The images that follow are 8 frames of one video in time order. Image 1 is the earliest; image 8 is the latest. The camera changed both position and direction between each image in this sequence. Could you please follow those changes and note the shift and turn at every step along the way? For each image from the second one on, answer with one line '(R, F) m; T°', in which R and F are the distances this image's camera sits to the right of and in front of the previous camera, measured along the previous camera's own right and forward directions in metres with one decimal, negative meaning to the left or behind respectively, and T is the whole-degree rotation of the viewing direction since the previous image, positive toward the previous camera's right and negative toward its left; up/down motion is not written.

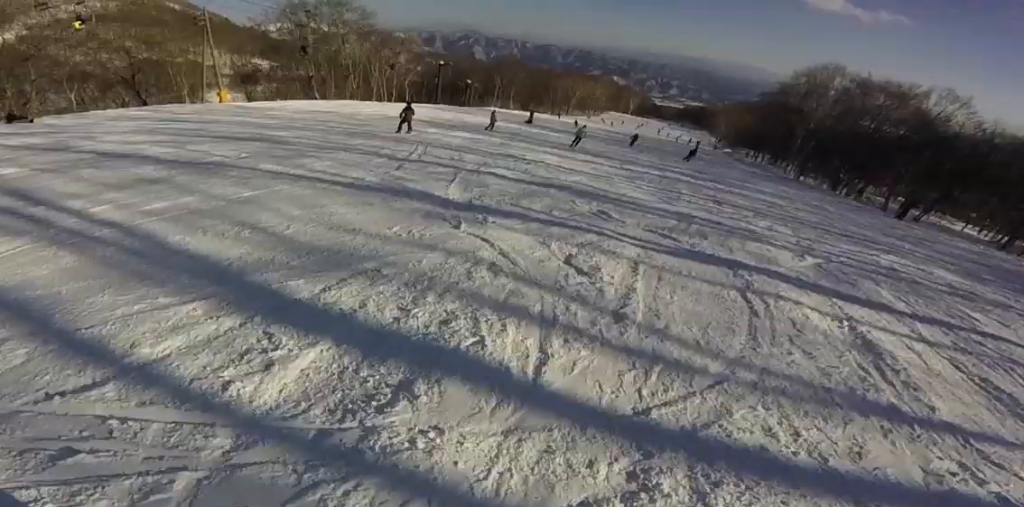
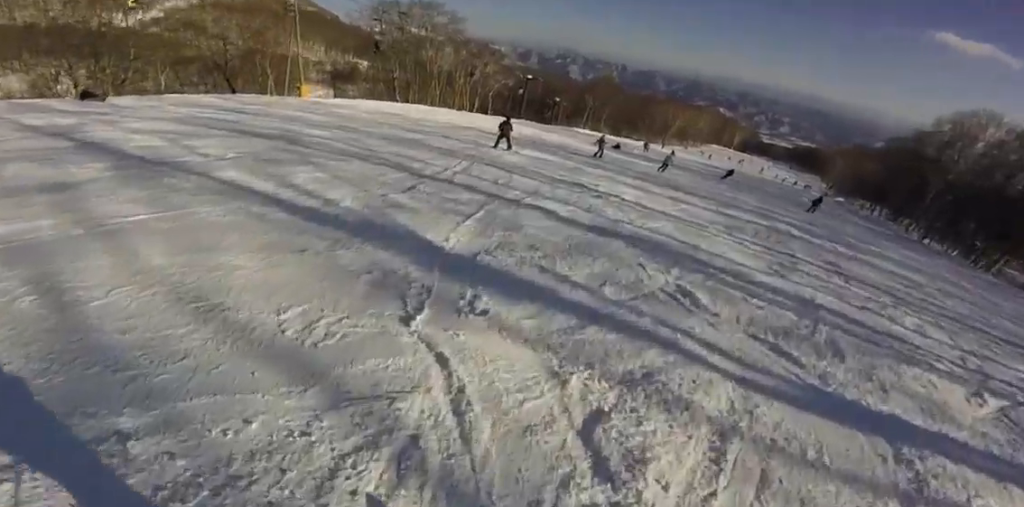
(+0.4, +1.9) m; -10°
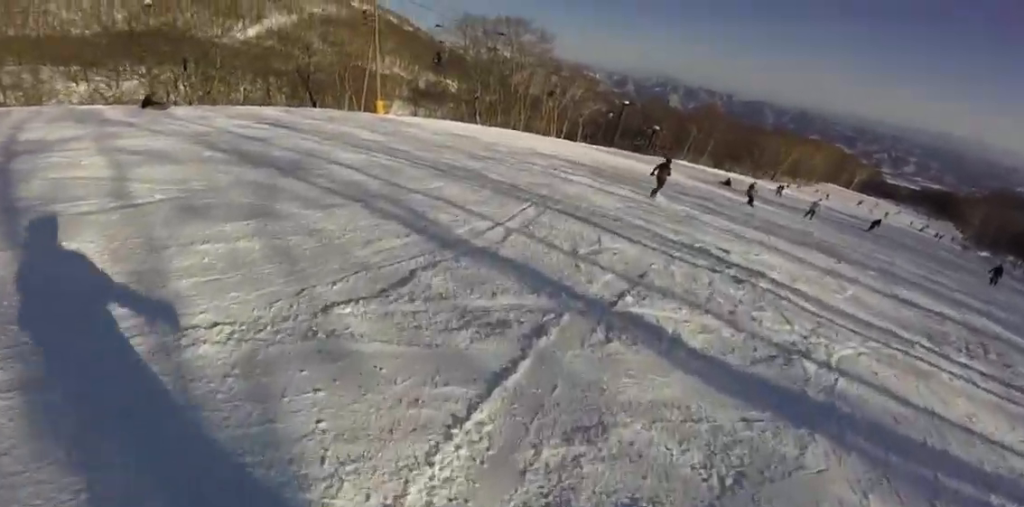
(-0.8, +3.2) m; -13°
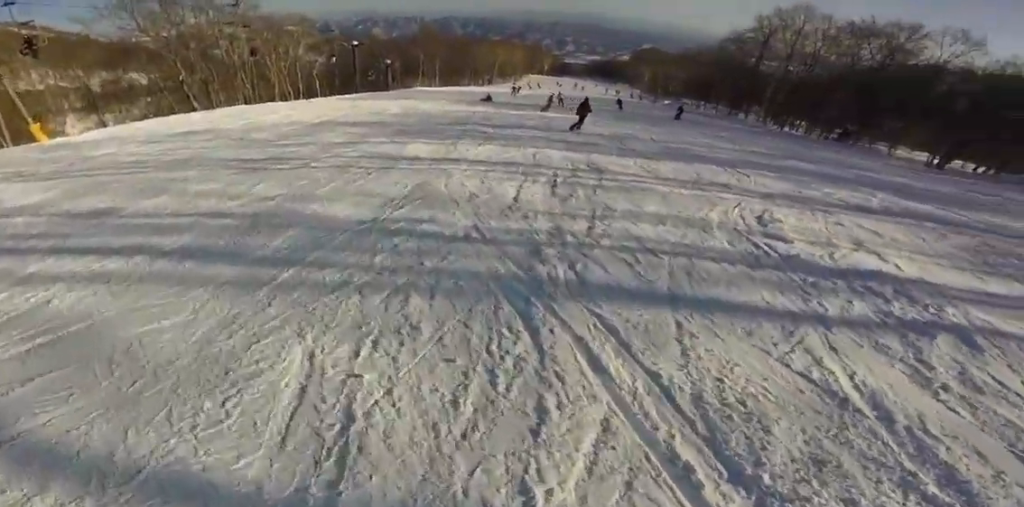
(-0.6, +6.9) m; +4°
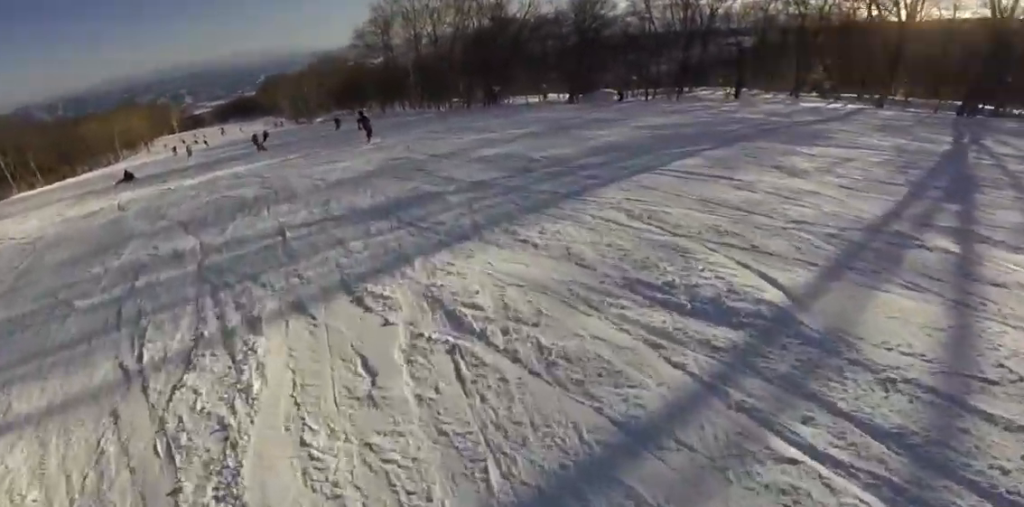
(+2.3, +8.2) m; +30°
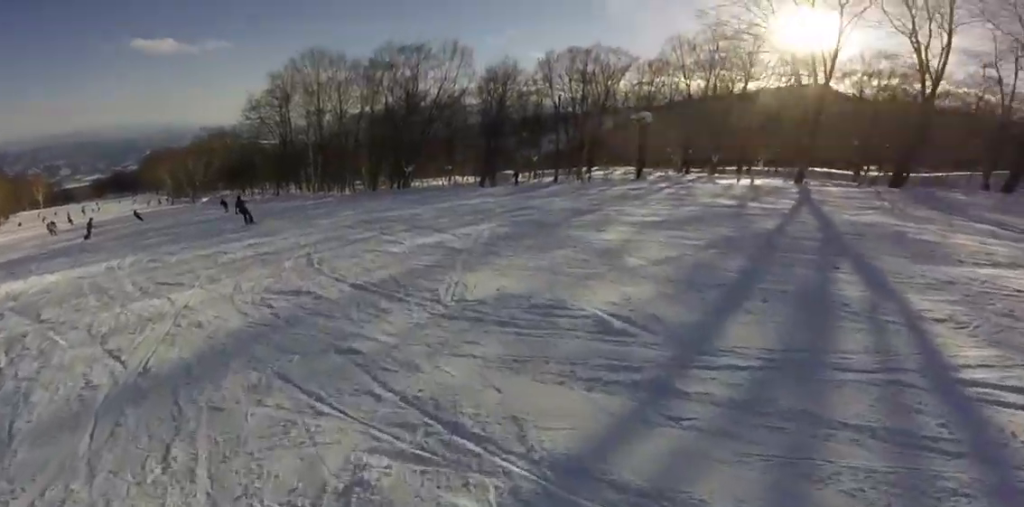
(+0.9, +5.4) m; +10°
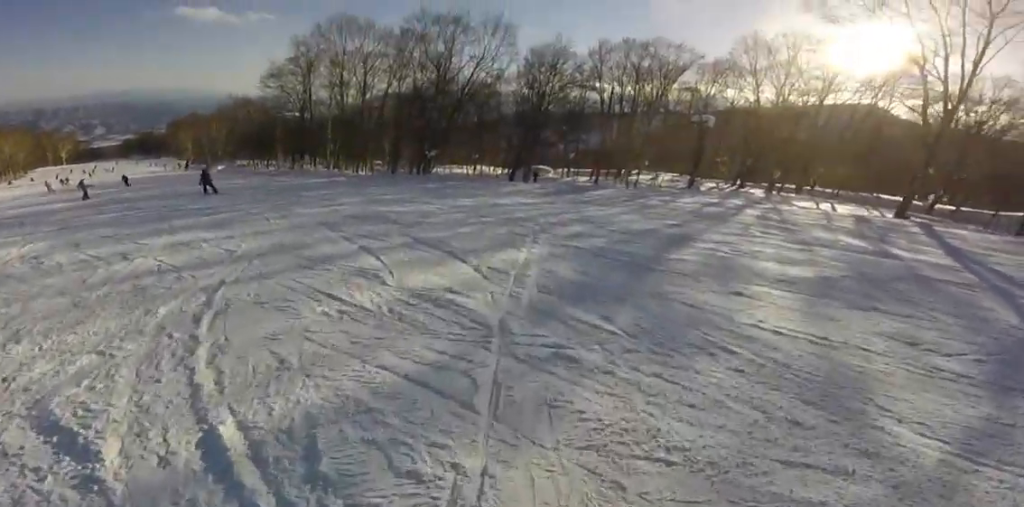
(+0.1, +4.2) m; -7°
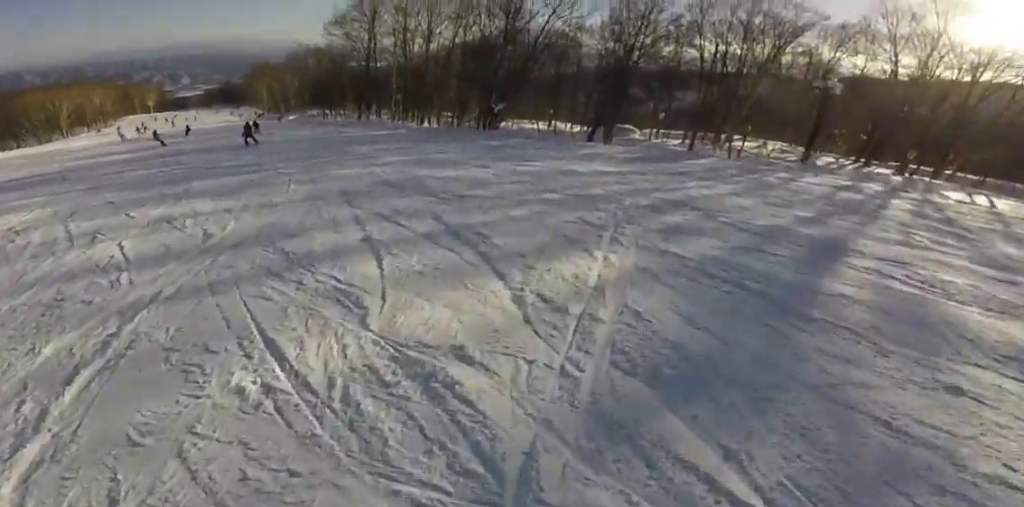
(+0.3, +2.3) m; -7°
